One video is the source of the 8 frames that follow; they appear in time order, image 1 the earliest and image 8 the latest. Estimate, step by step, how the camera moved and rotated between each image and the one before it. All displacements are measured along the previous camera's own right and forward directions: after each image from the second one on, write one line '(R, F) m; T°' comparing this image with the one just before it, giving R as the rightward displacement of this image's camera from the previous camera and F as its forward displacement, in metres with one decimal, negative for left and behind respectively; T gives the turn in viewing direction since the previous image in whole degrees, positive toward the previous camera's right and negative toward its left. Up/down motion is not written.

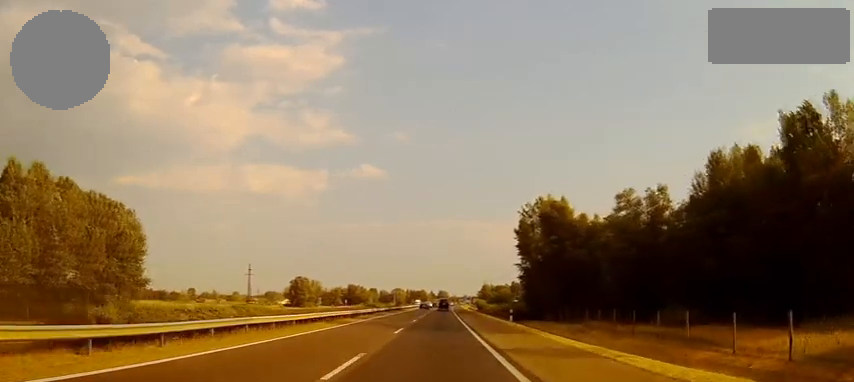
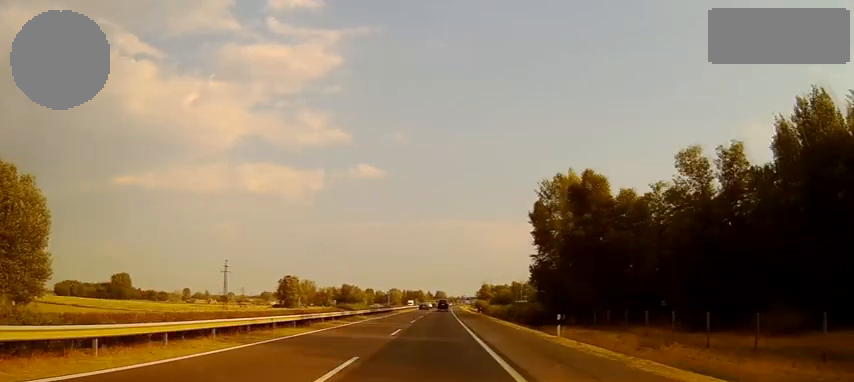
(0.0, +19.5) m; 0°
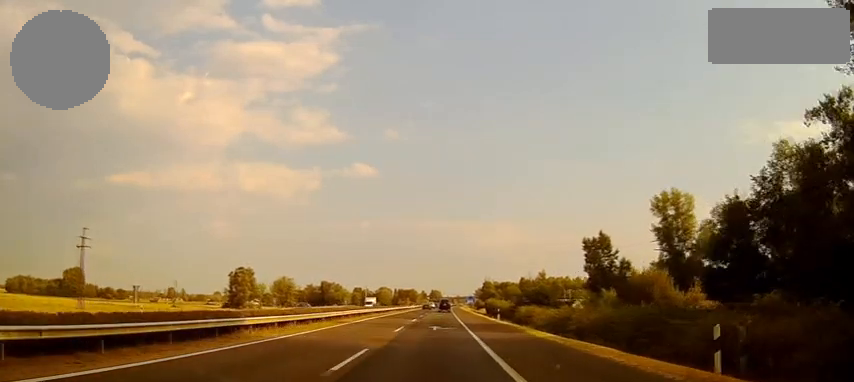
(+0.3, +71.4) m; +1°
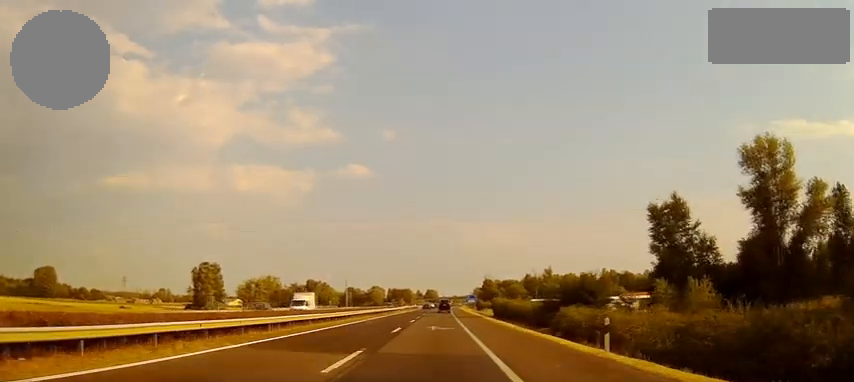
(+0.2, +36.3) m; 0°
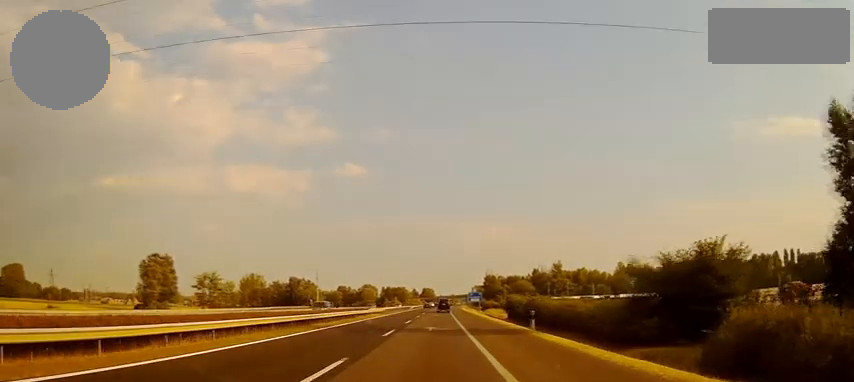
(+0.1, +38.8) m; 0°
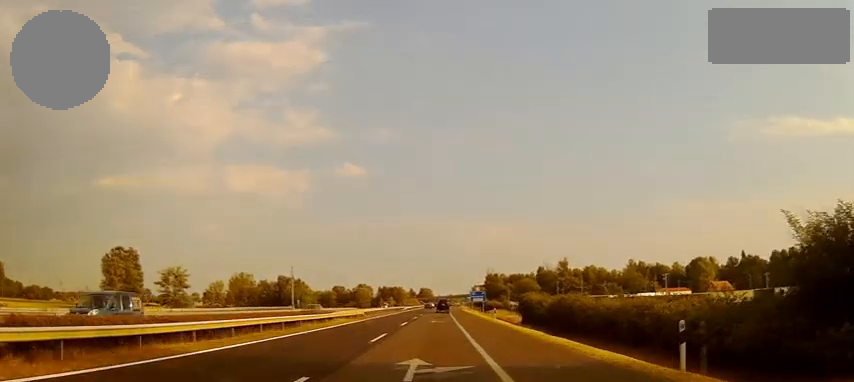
(0.0, +21.9) m; 0°
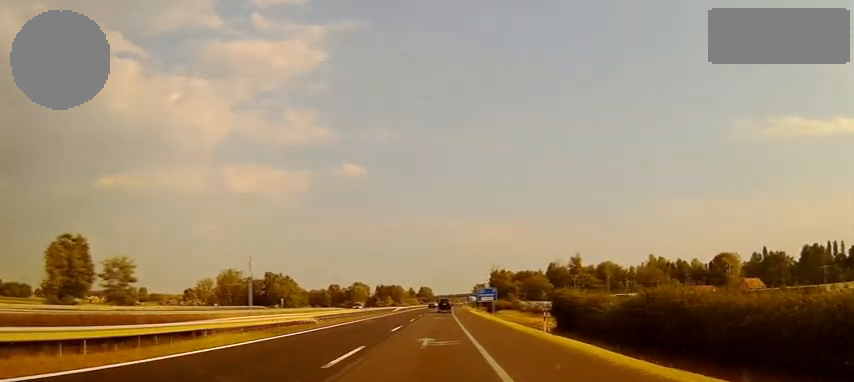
(0.0, +27.0) m; 0°
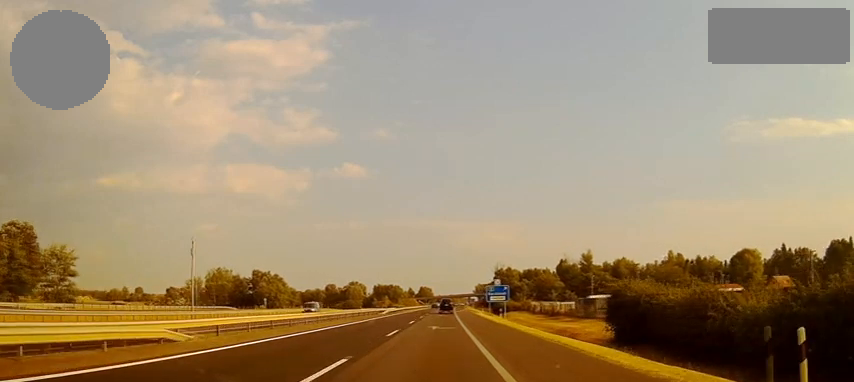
(0.0, +21.8) m; 0°
